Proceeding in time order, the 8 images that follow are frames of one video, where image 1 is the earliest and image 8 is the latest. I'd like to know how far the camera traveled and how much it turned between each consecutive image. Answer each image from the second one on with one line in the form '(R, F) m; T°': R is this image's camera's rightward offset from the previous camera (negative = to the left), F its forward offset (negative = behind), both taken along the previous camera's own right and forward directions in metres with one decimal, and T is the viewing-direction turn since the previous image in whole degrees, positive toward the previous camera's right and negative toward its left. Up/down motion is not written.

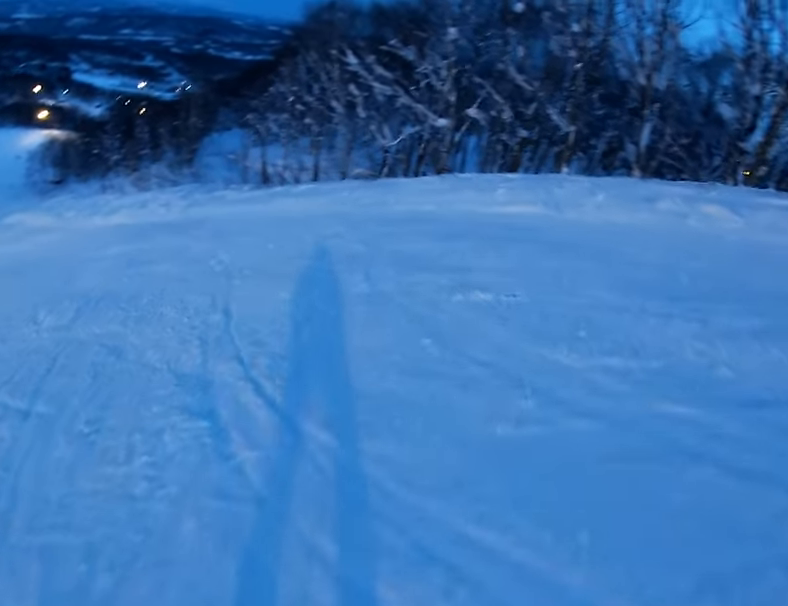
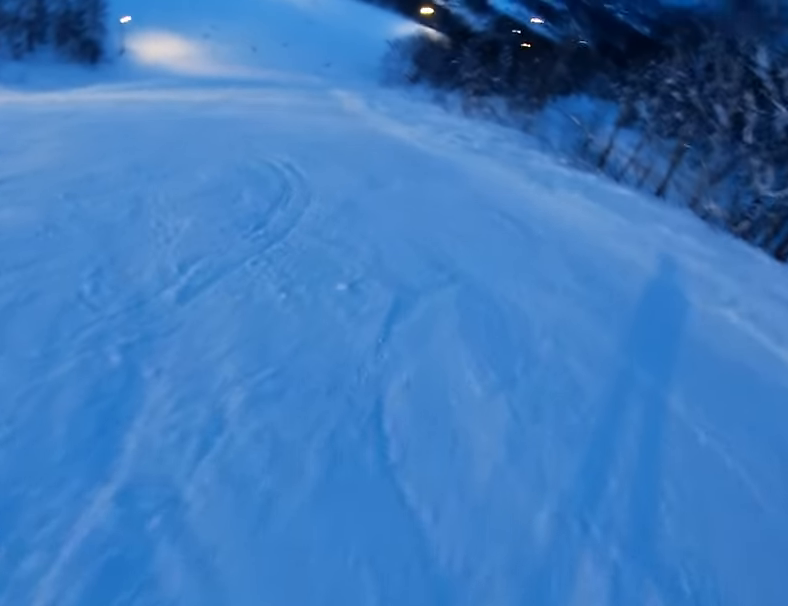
(-2.5, +7.2) m; -39°
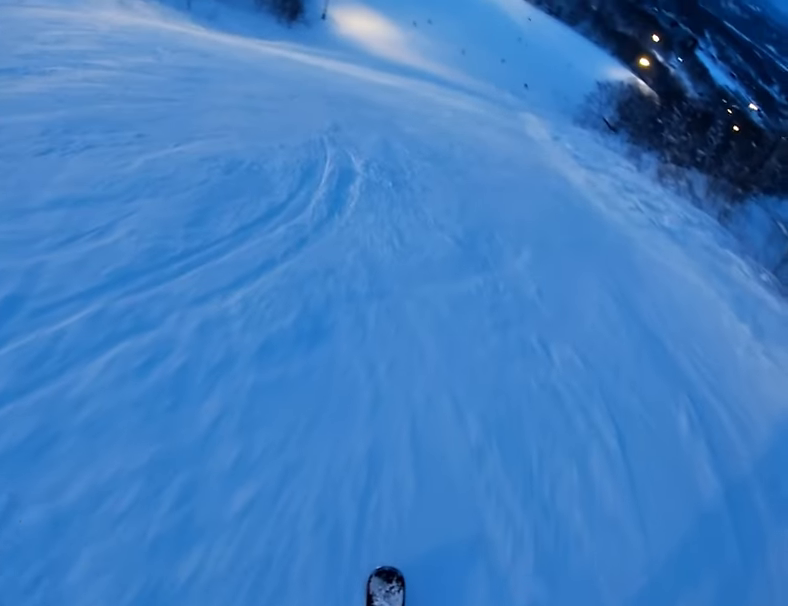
(-1.0, +4.6) m; -27°
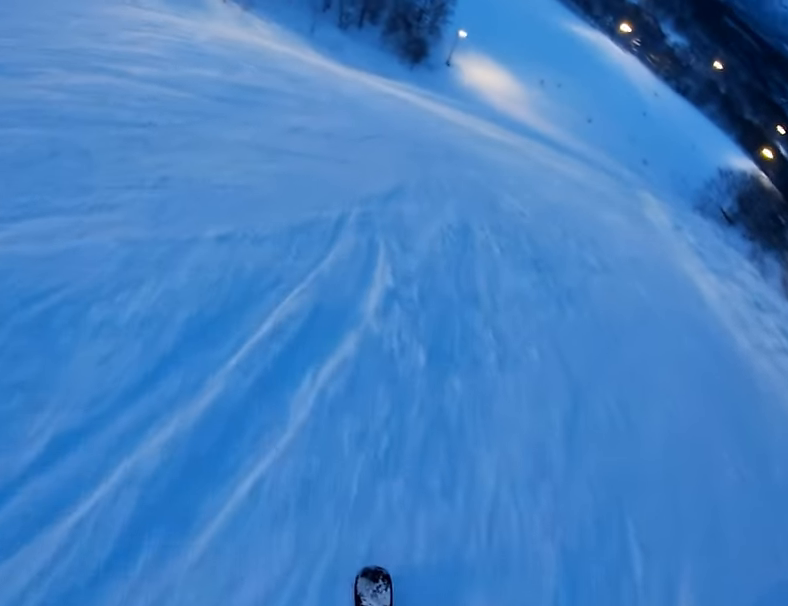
(-0.2, +3.1) m; -16°
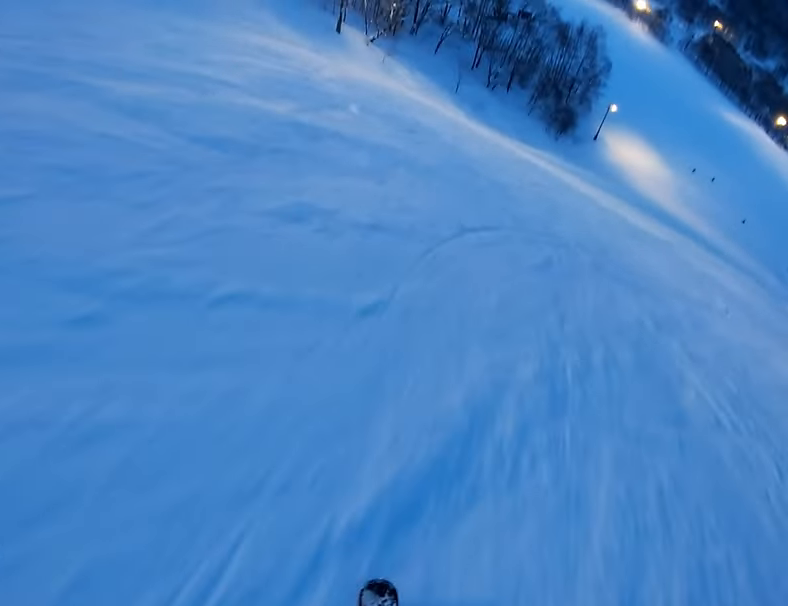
(-1.3, +4.3) m; -14°
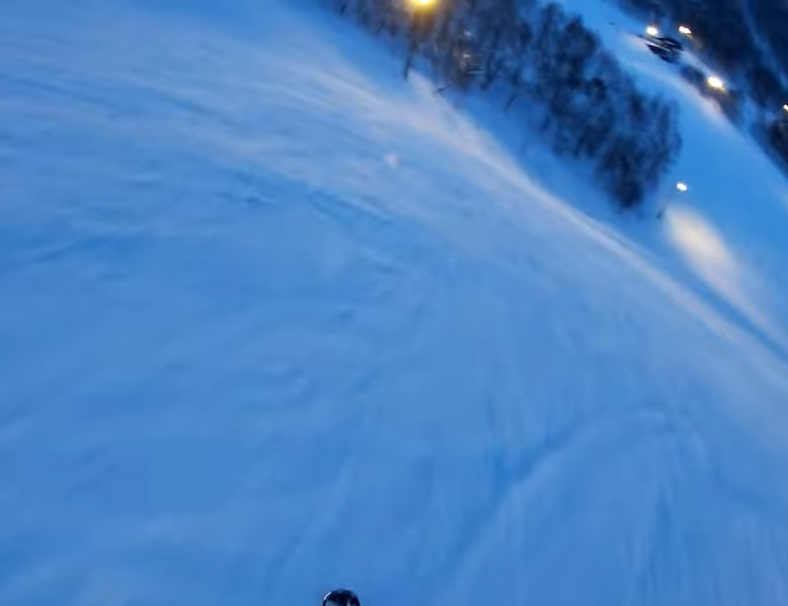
(-0.4, +3.6) m; -10°
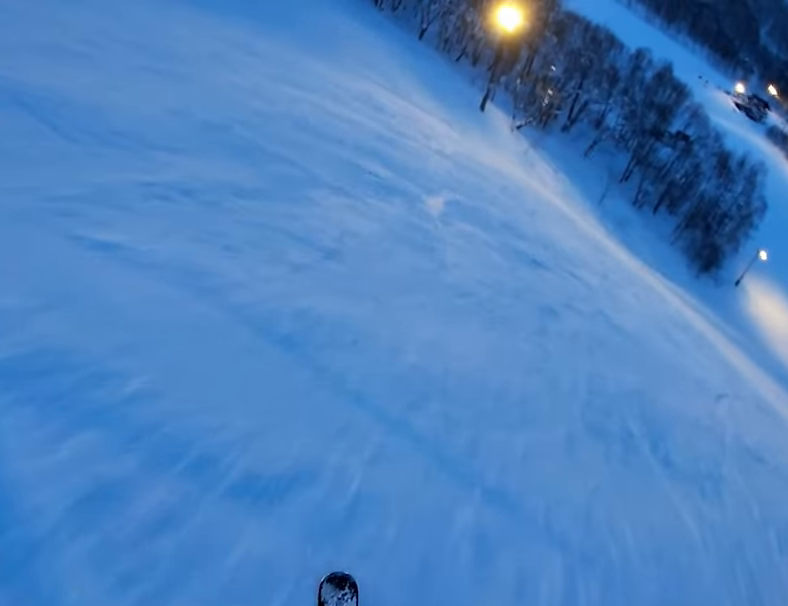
(-0.2, +4.0) m; -7°
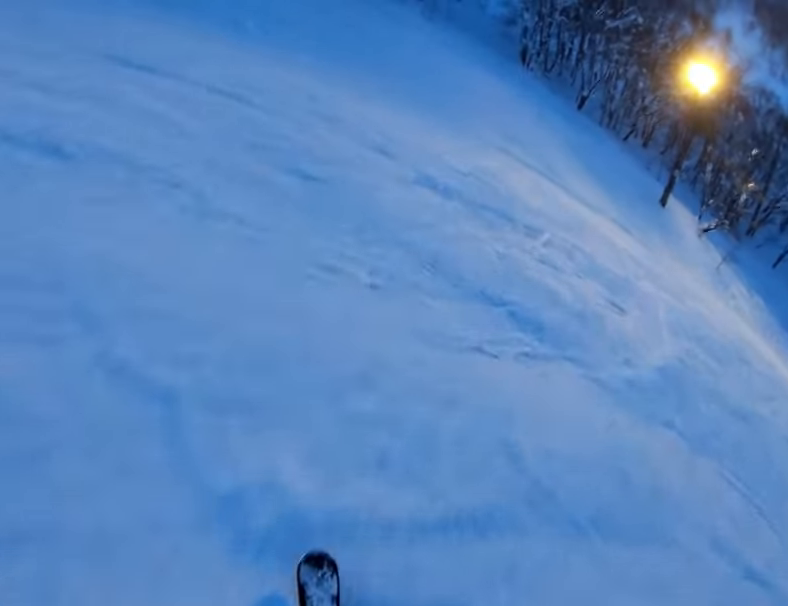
(-2.1, +11.7) m; -21°
